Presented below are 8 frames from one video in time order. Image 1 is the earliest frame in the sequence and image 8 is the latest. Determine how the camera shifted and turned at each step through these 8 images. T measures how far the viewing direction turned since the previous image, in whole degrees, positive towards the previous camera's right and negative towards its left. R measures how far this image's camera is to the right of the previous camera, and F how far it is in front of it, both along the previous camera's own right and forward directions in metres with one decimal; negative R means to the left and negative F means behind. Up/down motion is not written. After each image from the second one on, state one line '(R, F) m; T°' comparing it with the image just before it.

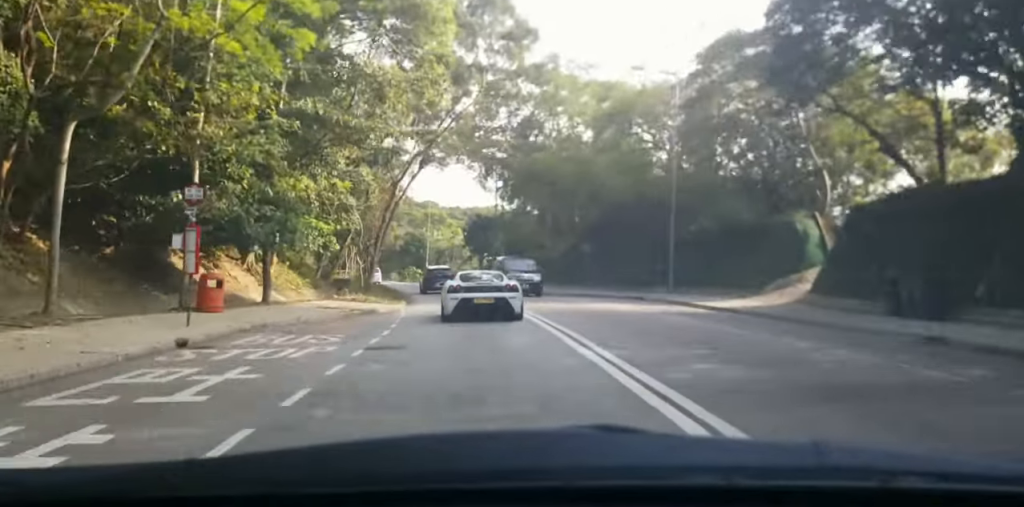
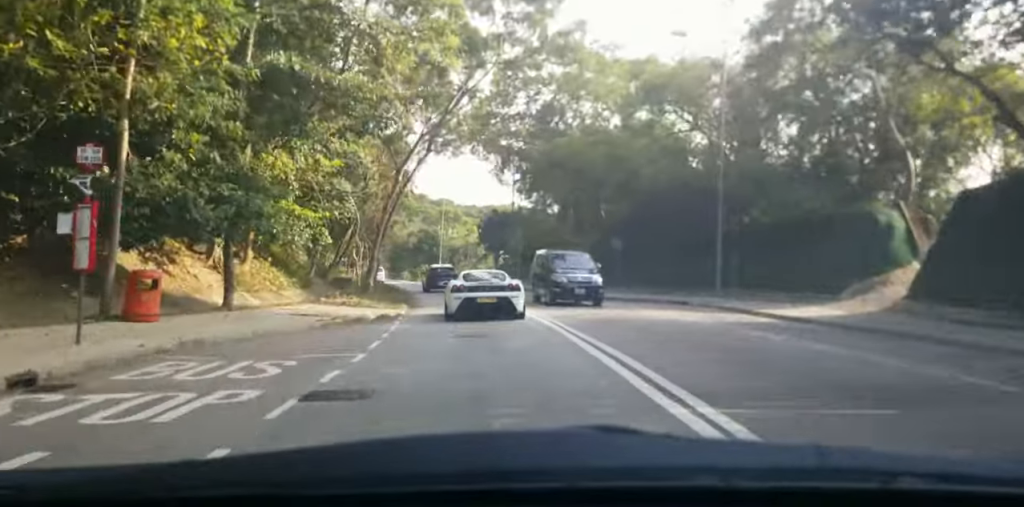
(-0.1, +5.4) m; -1°
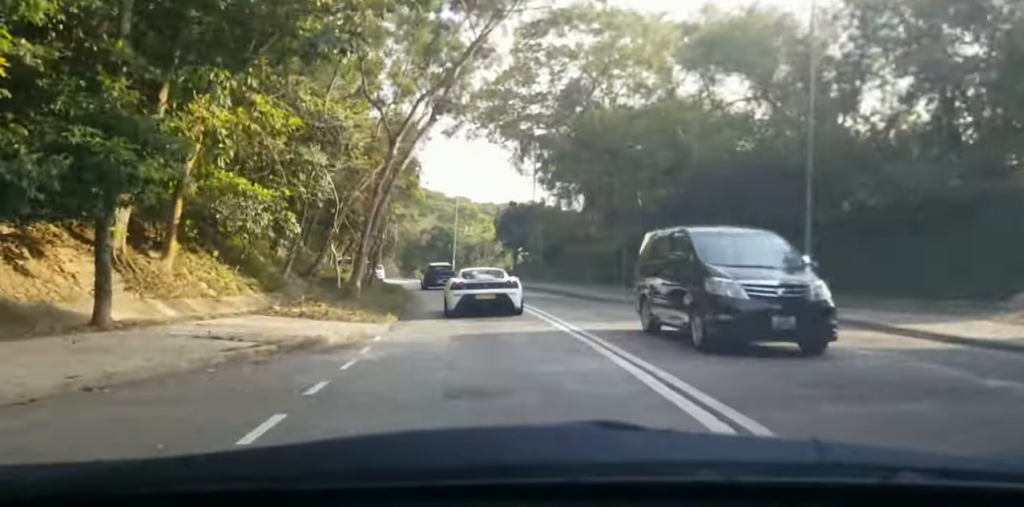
(0.0, +6.8) m; +1°
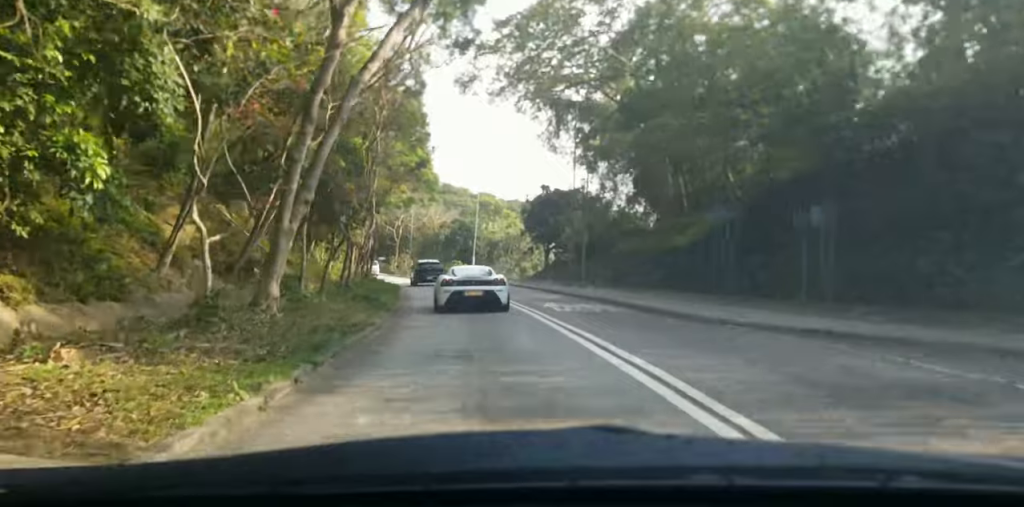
(+0.4, +11.7) m; +2°
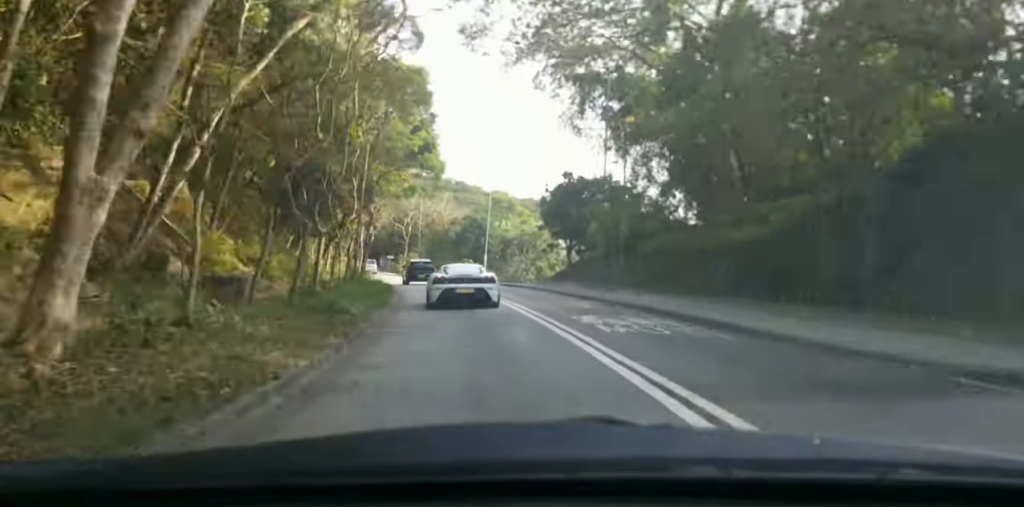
(+0.1, +6.3) m; 0°
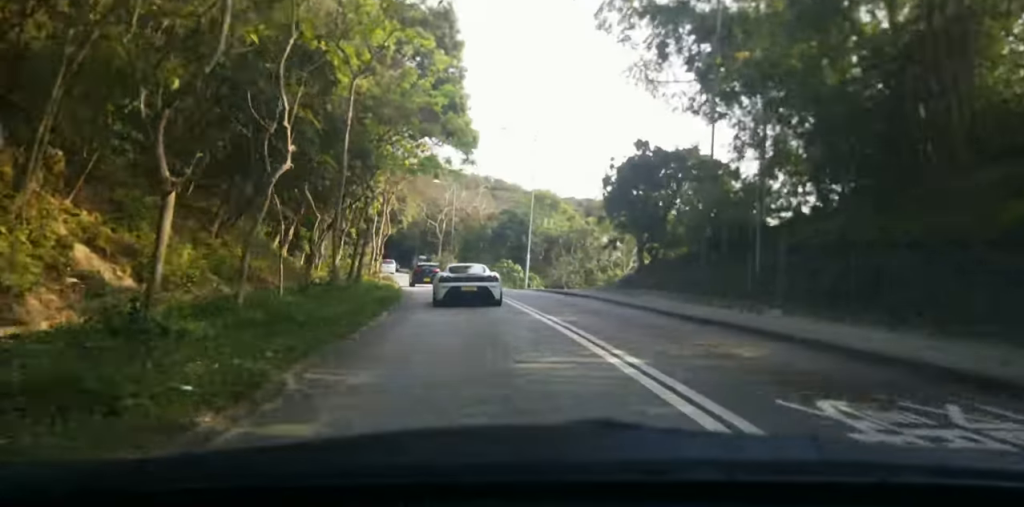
(-0.1, +11.7) m; -2°
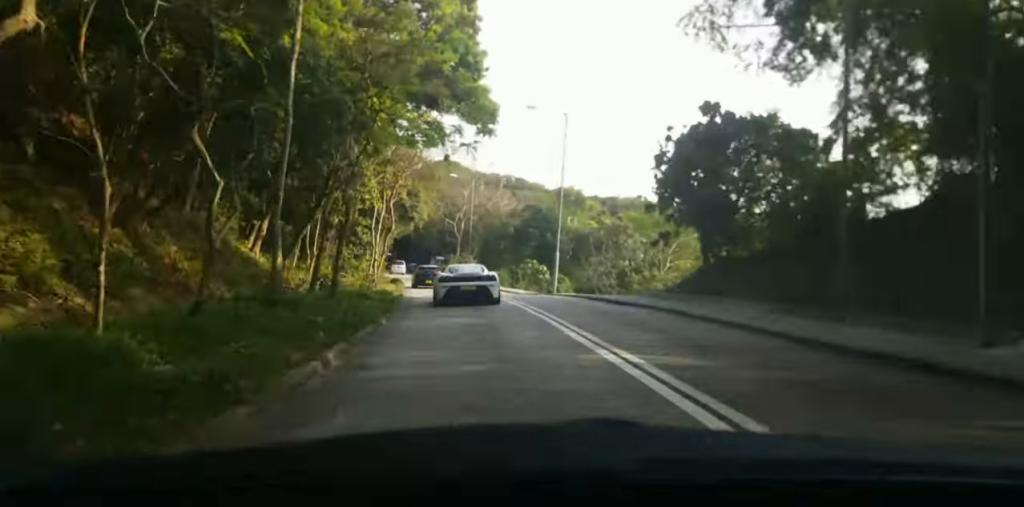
(-0.2, +7.3) m; -2°
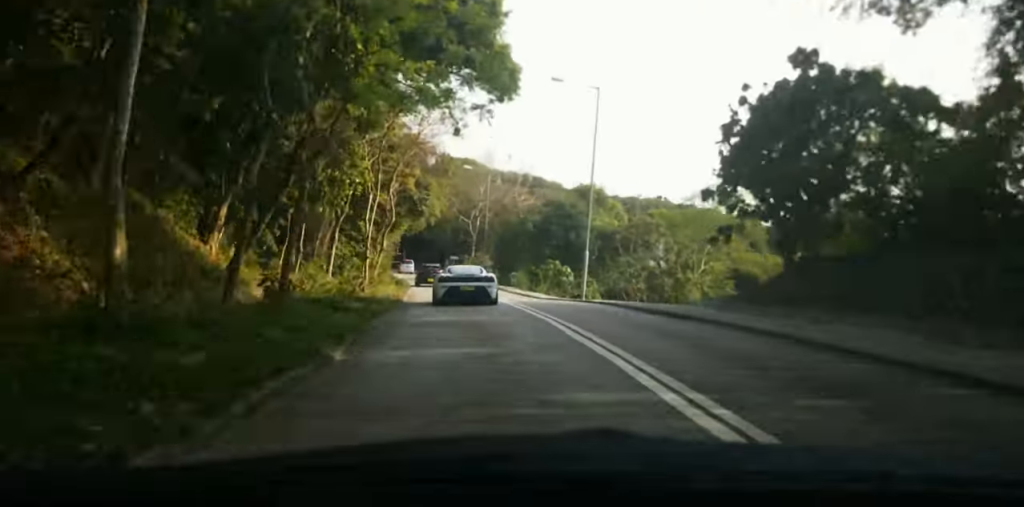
(-0.1, +5.8) m; -1°
